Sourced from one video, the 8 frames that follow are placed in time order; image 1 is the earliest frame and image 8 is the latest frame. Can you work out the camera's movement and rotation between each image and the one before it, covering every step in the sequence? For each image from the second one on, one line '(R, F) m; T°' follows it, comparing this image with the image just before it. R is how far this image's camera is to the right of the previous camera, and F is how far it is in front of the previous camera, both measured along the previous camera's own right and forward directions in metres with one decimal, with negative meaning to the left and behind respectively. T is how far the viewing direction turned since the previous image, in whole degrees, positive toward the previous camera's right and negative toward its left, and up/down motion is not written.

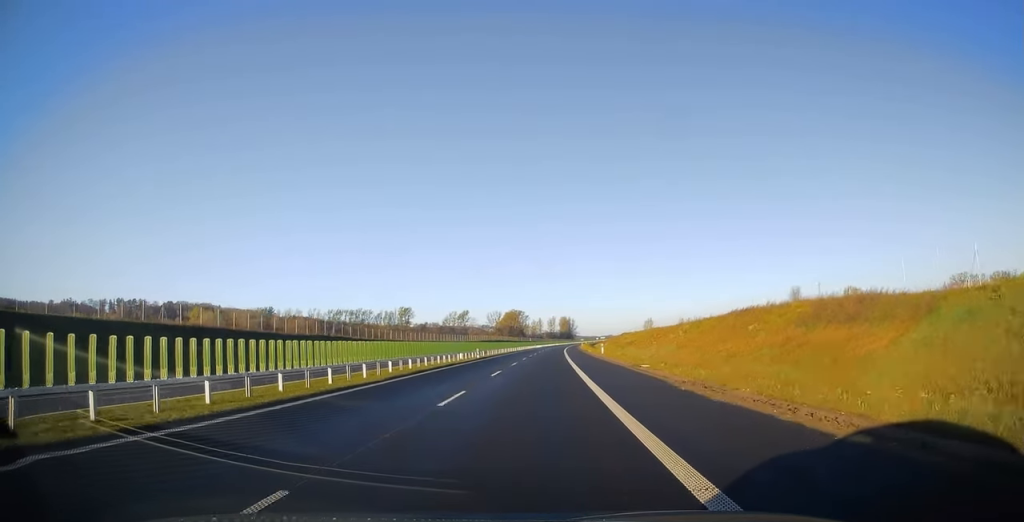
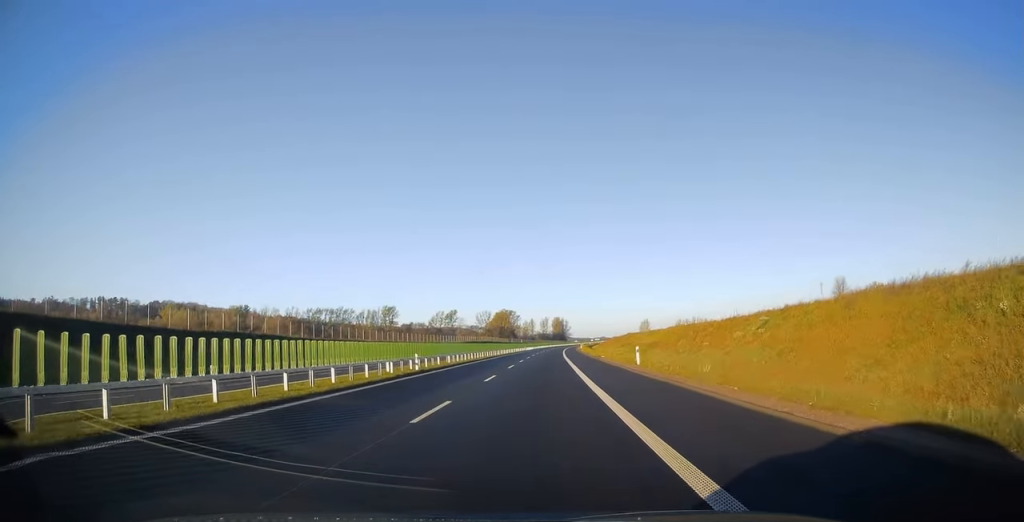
(+0.4, +26.7) m; 0°
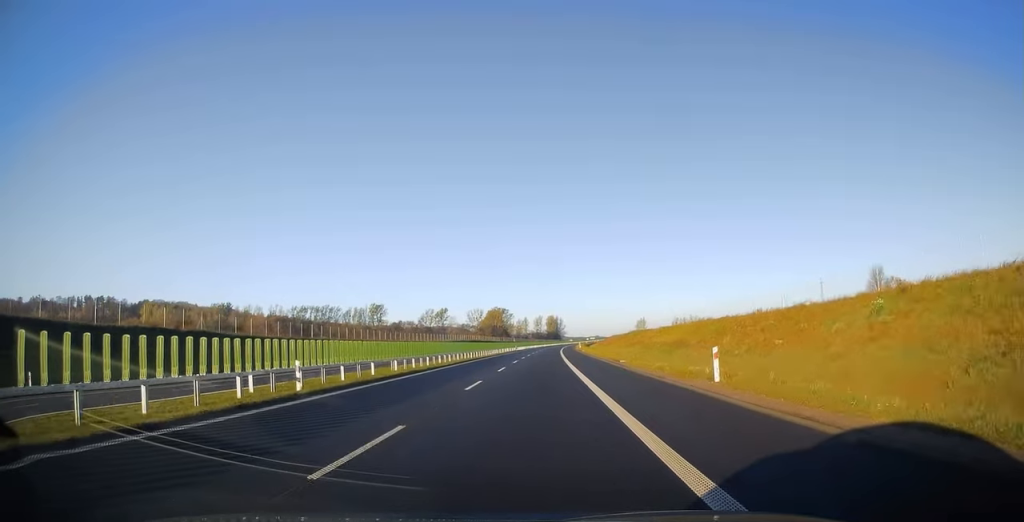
(+0.1, +16.5) m; 0°
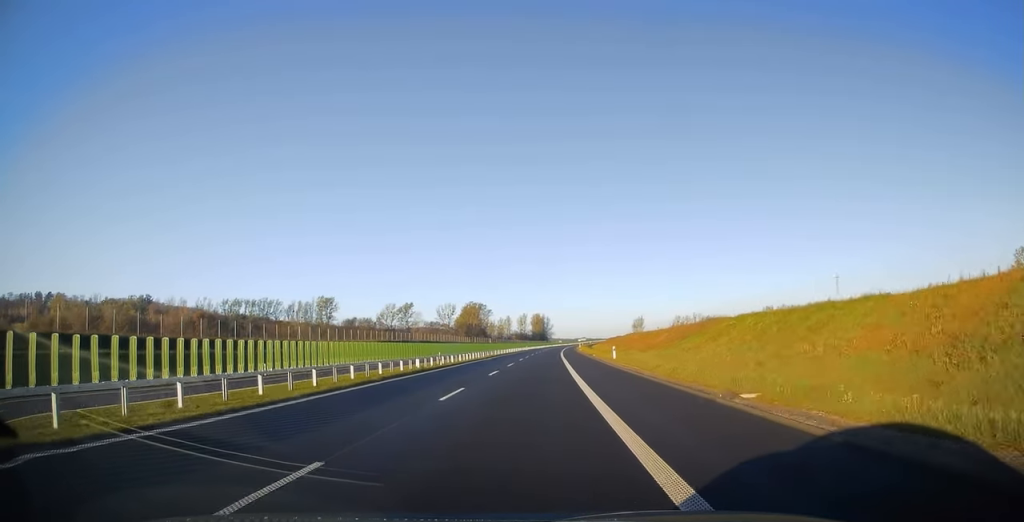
(+0.9, +74.6) m; +1°
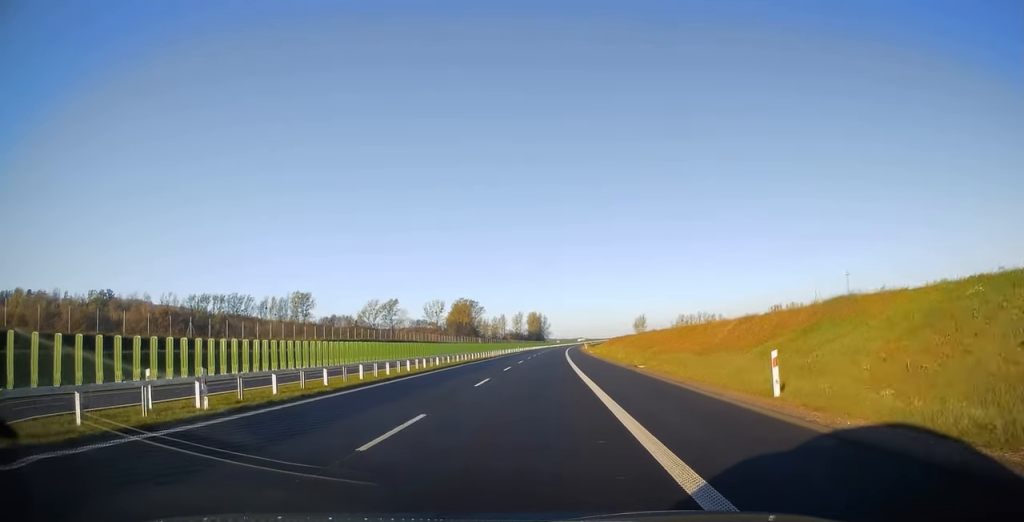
(0.0, +30.9) m; 0°
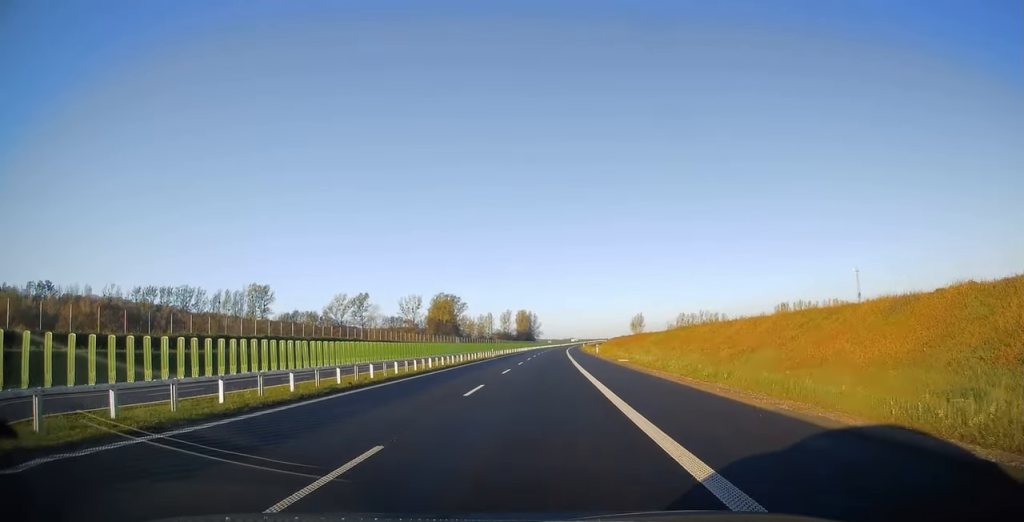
(+0.3, +39.4) m; +1°
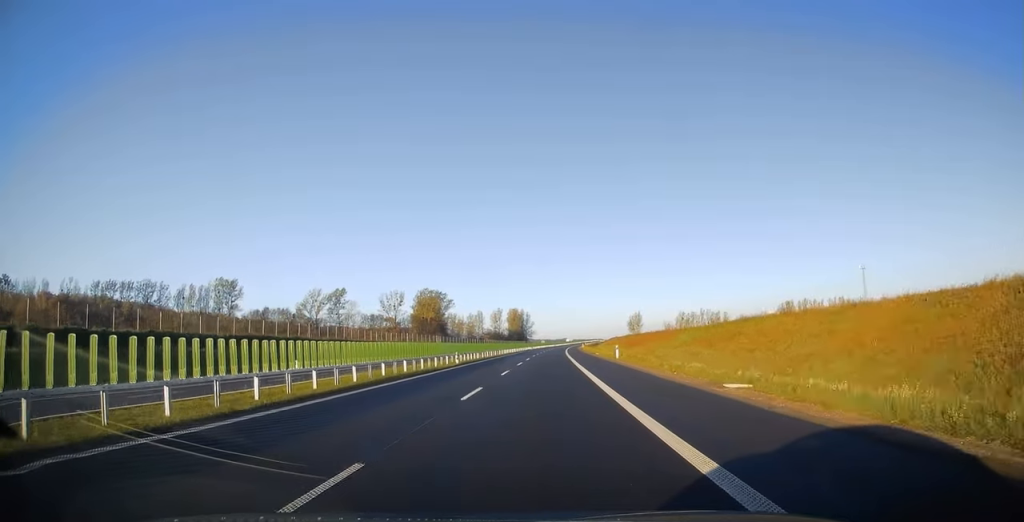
(+0.2, +25.0) m; +1°
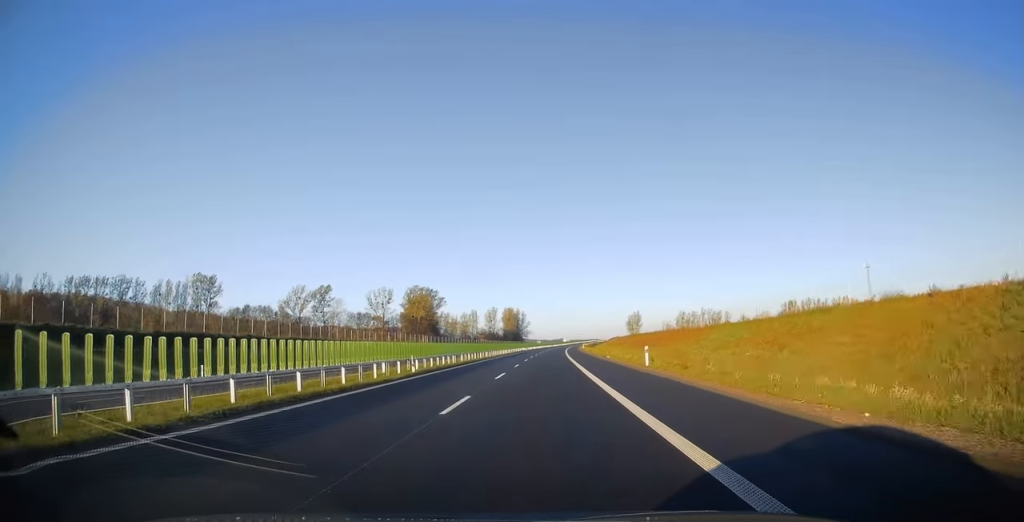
(+0.1, +14.9) m; 0°
